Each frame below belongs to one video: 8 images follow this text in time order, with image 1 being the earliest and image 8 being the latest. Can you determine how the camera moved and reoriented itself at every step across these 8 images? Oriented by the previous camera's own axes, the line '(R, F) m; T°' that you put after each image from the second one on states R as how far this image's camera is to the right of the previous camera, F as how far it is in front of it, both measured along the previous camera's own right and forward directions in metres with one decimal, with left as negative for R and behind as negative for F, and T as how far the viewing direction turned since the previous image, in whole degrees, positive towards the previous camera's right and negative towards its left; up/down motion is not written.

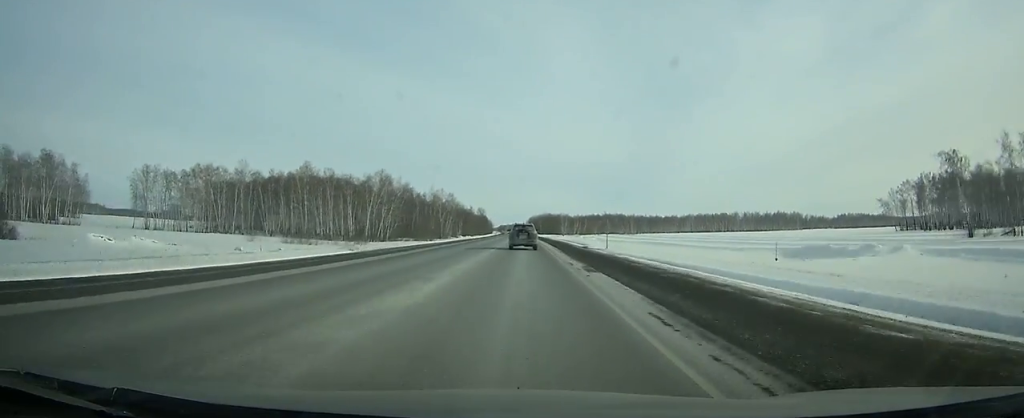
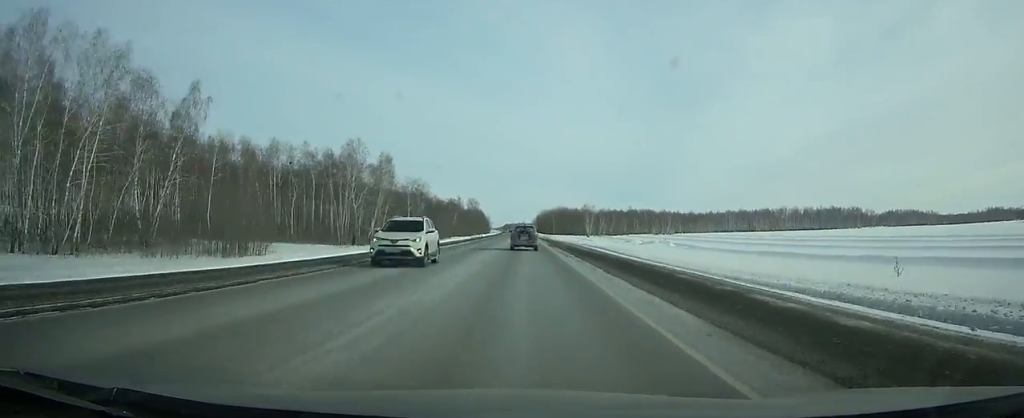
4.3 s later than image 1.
(-0.9, +110.3) m; -1°
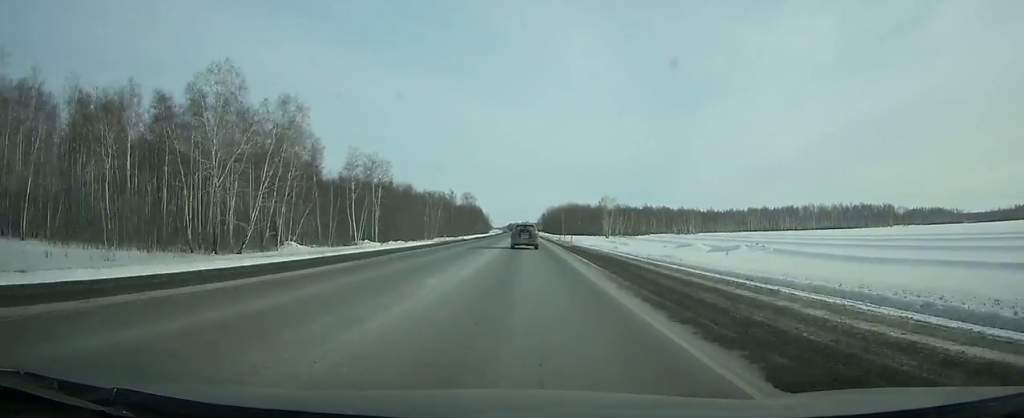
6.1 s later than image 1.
(0.0, +46.3) m; 0°
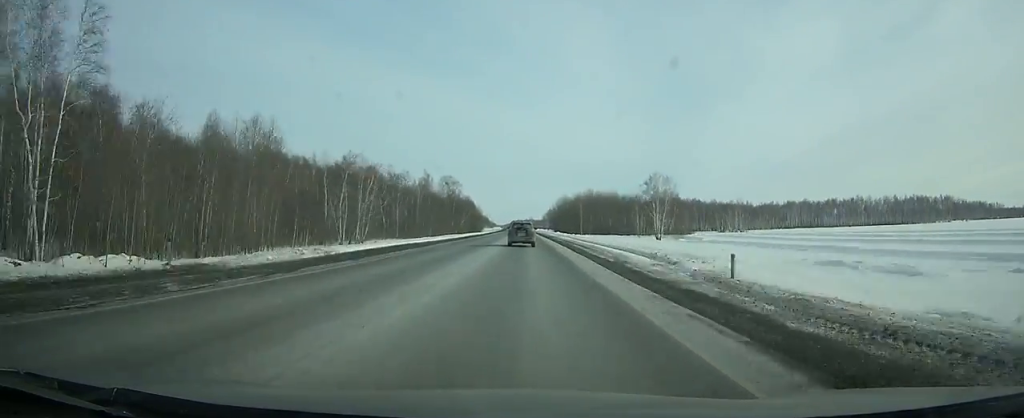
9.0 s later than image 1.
(0.0, +74.7) m; 0°
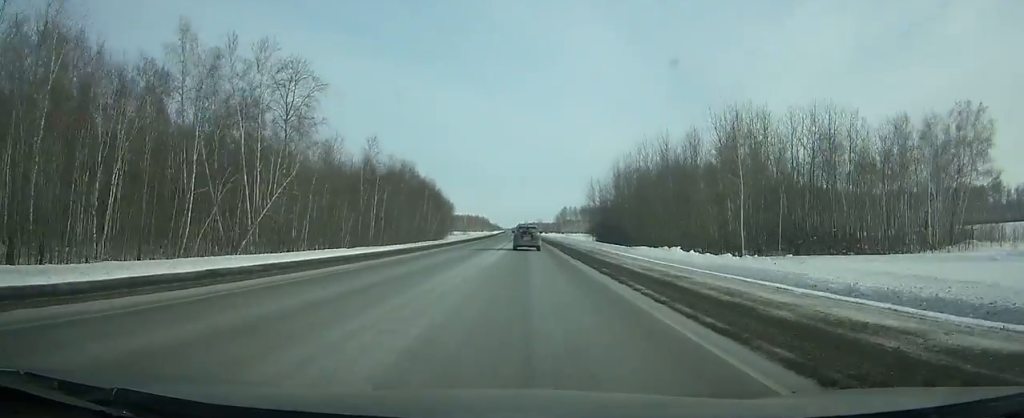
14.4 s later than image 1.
(-1.1, +140.0) m; -1°
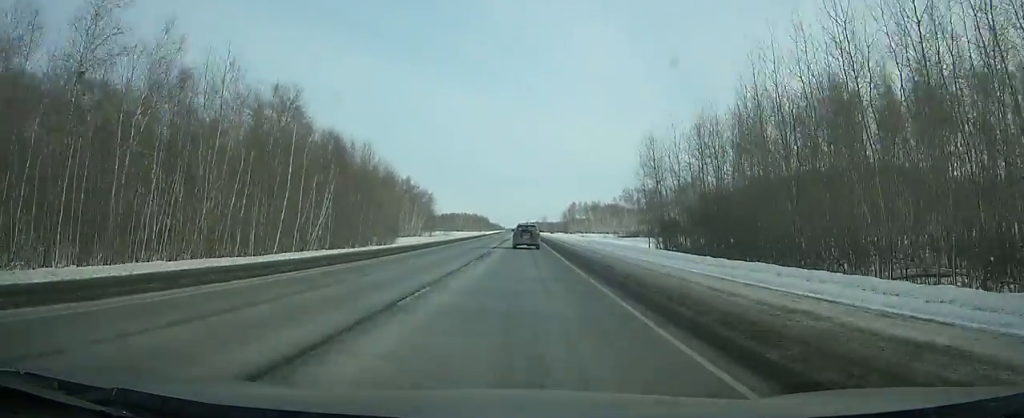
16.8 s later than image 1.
(0.0, +62.6) m; 0°
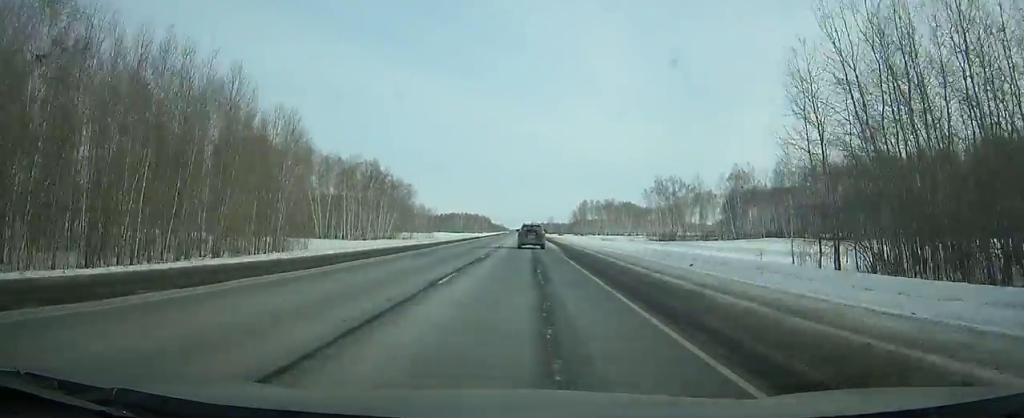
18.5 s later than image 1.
(-0.2, +44.4) m; 0°
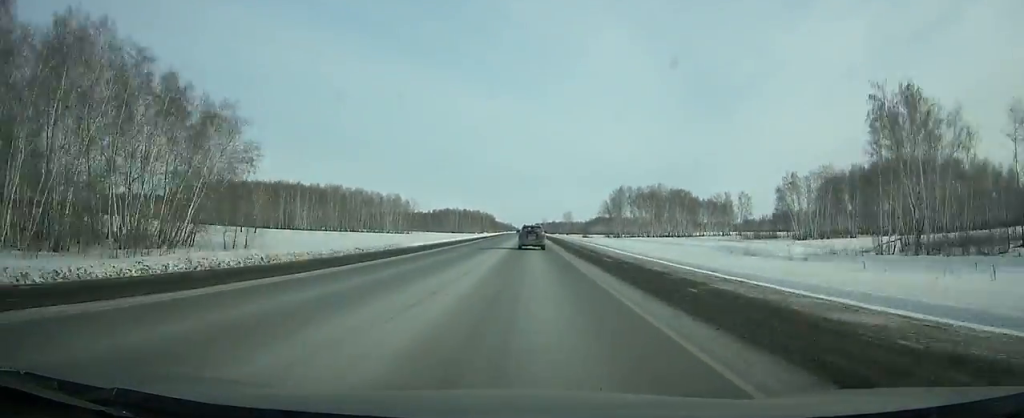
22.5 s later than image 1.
(-0.7, +104.5) m; -1°
